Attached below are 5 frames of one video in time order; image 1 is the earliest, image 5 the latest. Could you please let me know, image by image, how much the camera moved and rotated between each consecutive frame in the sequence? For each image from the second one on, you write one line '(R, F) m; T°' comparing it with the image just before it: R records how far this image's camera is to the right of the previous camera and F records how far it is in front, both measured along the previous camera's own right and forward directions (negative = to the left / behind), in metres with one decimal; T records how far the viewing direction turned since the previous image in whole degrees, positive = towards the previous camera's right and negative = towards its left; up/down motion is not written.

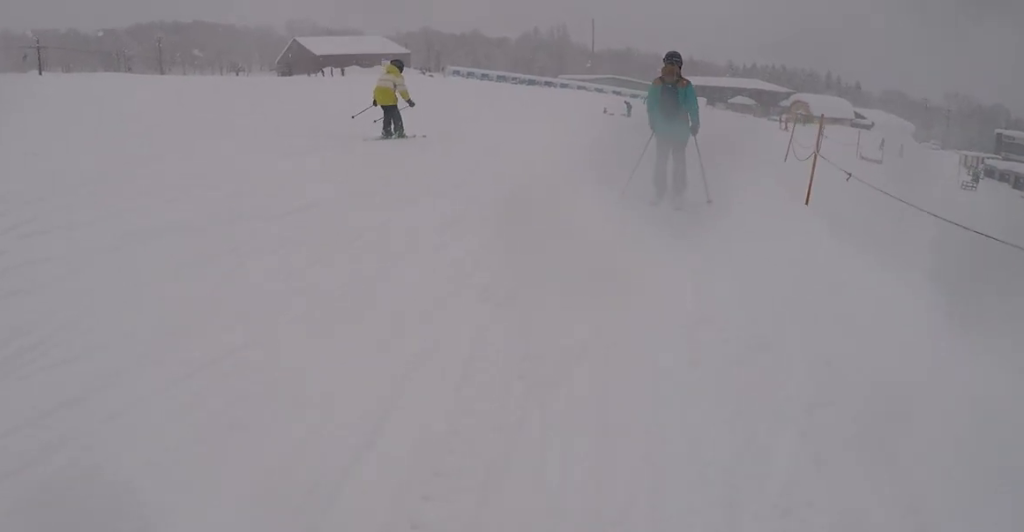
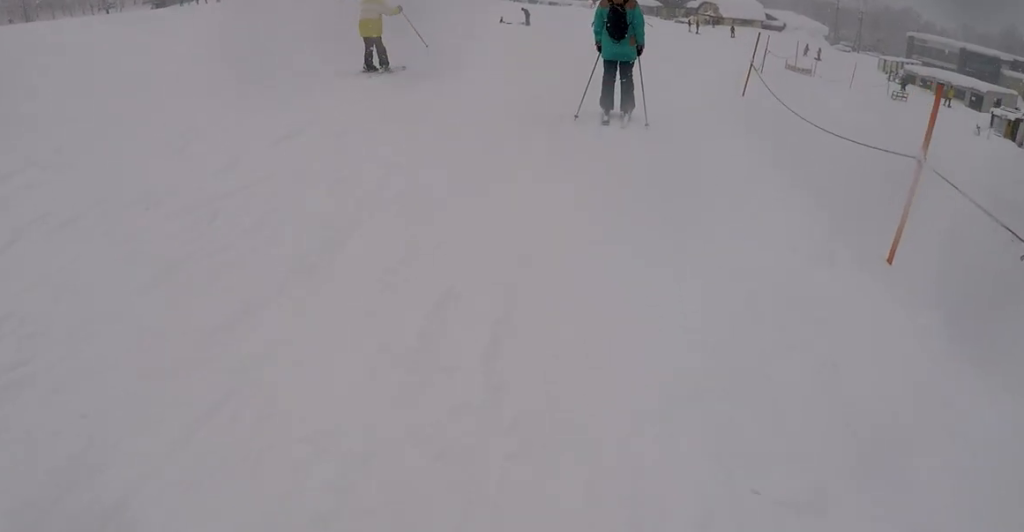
(0.0, +4.0) m; 0°
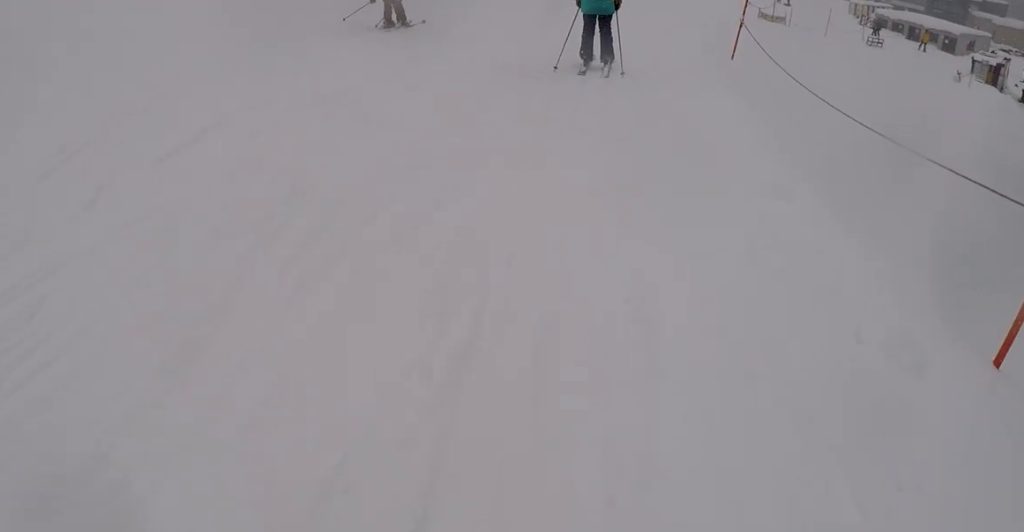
(0.0, +1.6) m; 0°
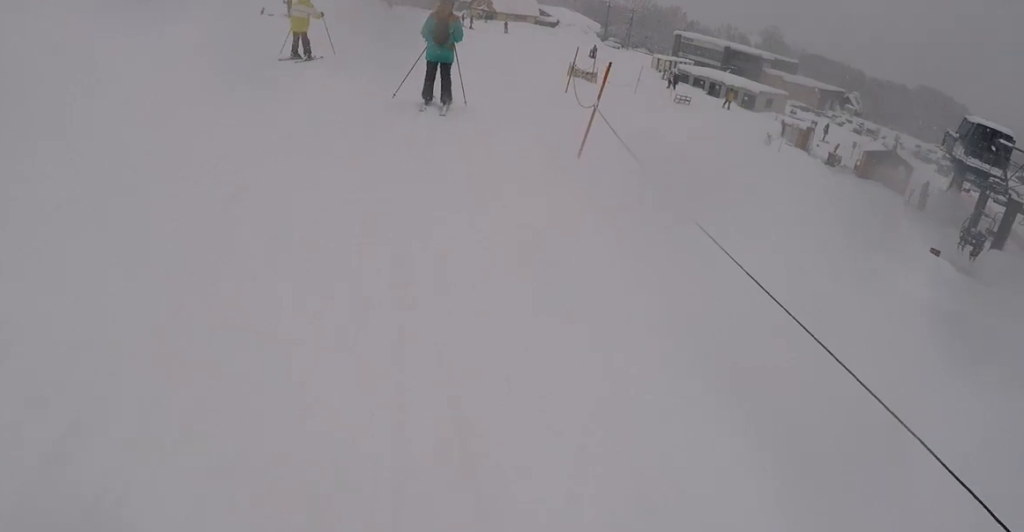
(0.0, +3.3) m; +18°
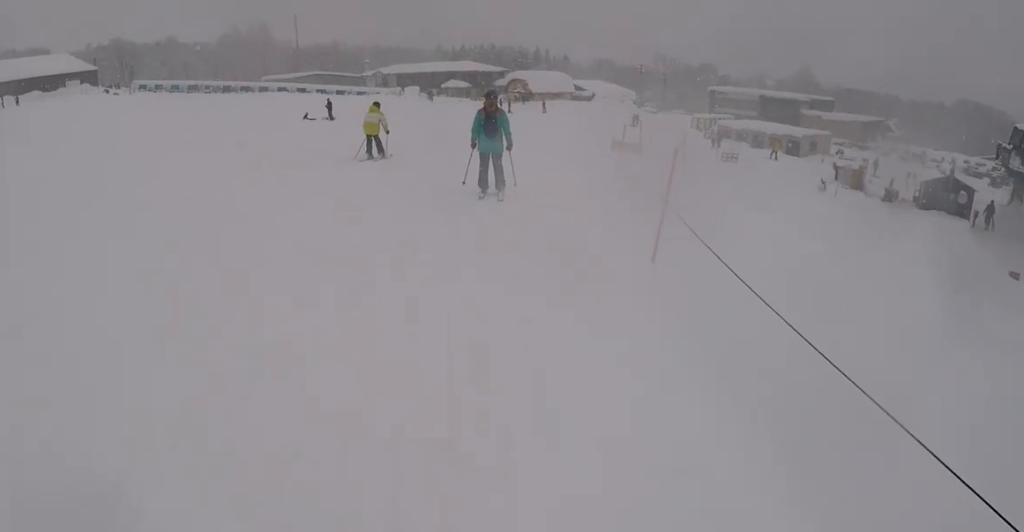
(+0.4, +1.2) m; +8°
